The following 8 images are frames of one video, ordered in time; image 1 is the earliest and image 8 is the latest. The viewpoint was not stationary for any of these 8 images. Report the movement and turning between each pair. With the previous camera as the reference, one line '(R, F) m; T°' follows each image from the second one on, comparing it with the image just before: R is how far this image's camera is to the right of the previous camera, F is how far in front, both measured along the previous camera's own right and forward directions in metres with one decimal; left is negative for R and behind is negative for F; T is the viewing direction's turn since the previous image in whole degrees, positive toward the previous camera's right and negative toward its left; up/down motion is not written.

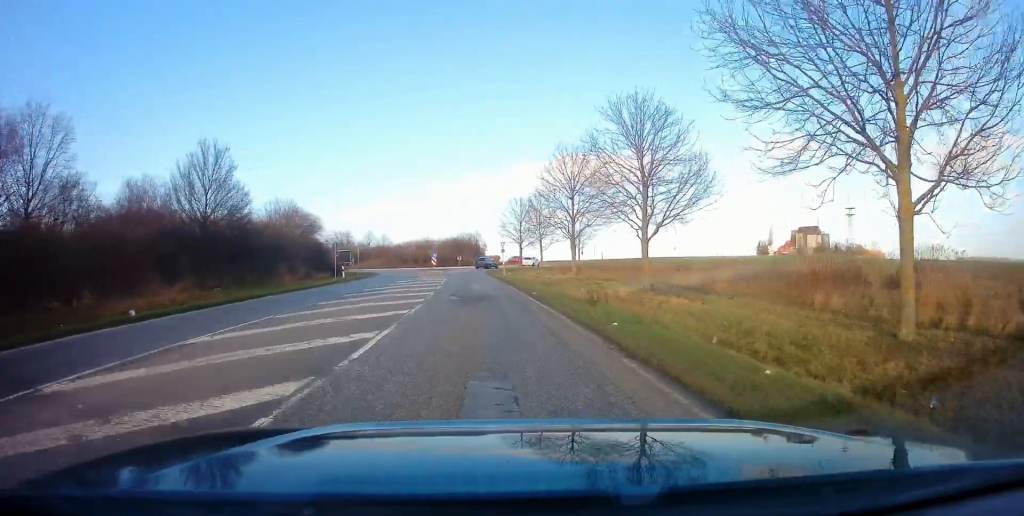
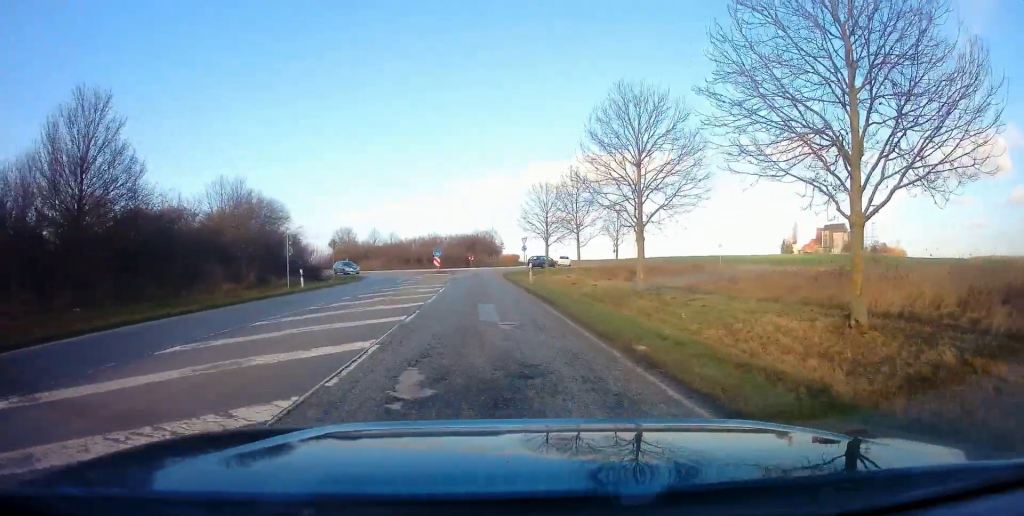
(0.0, +13.3) m; 0°
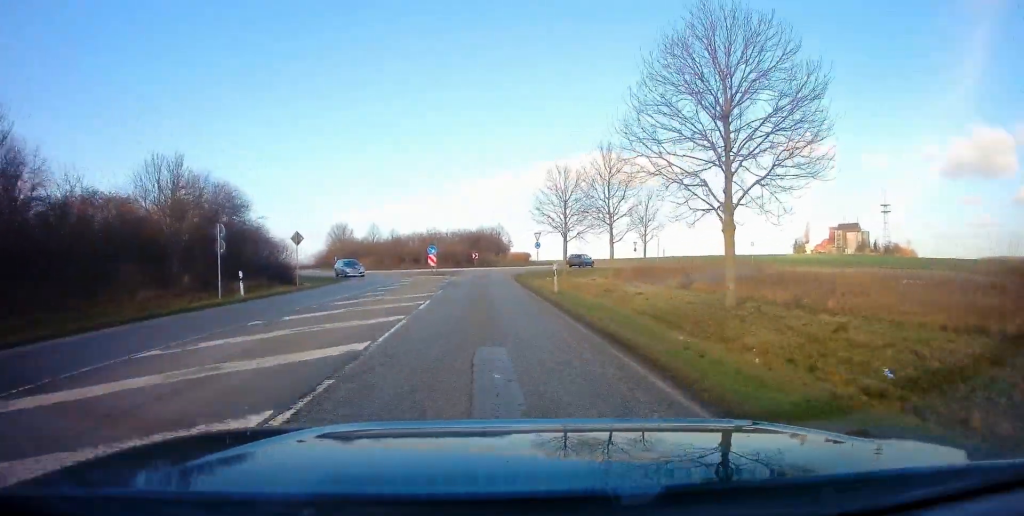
(0.0, +8.8) m; 0°
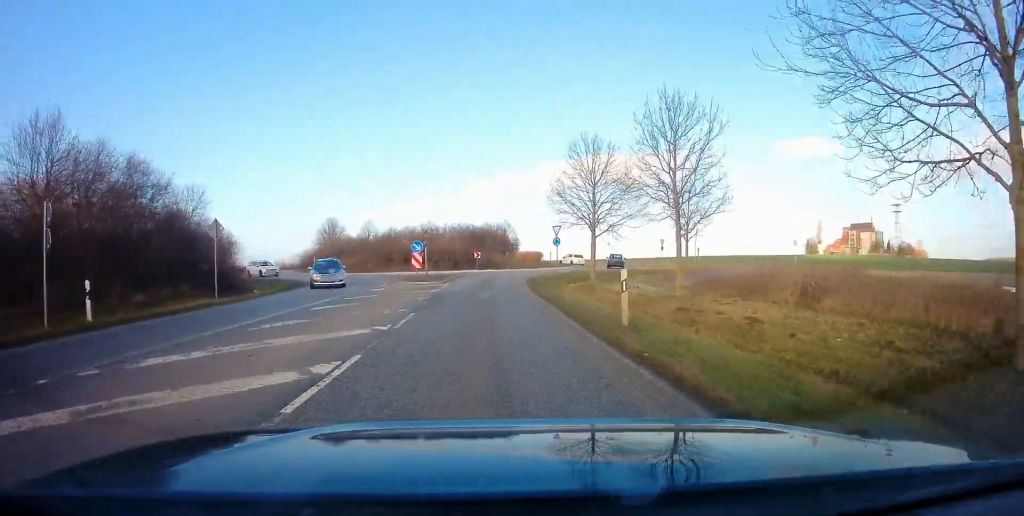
(0.0, +10.3) m; -1°
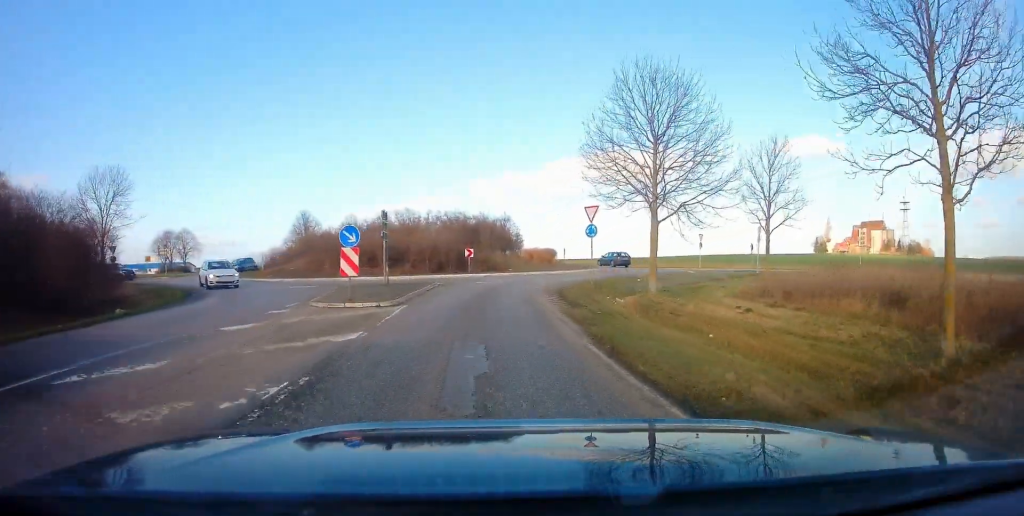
(-0.2, +13.3) m; -2°
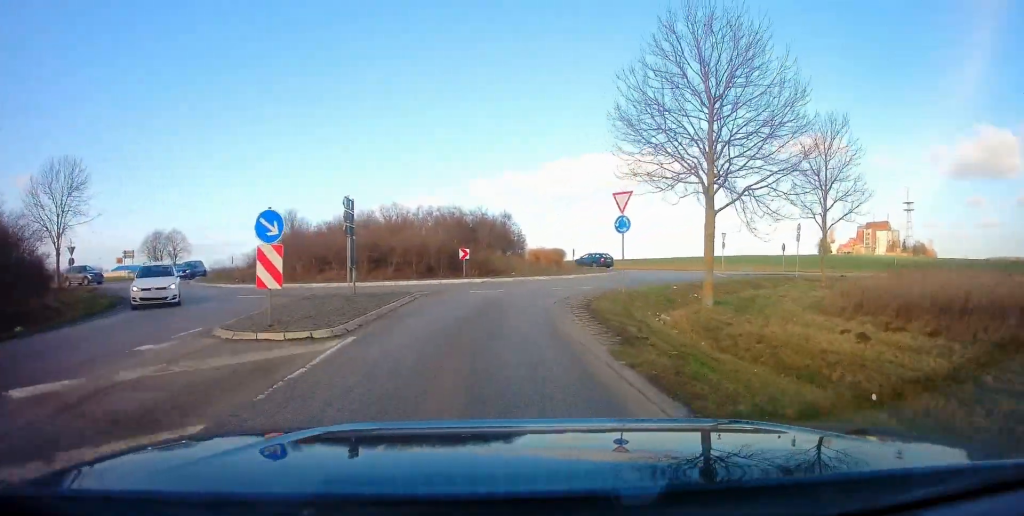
(-0.1, +5.7) m; 0°
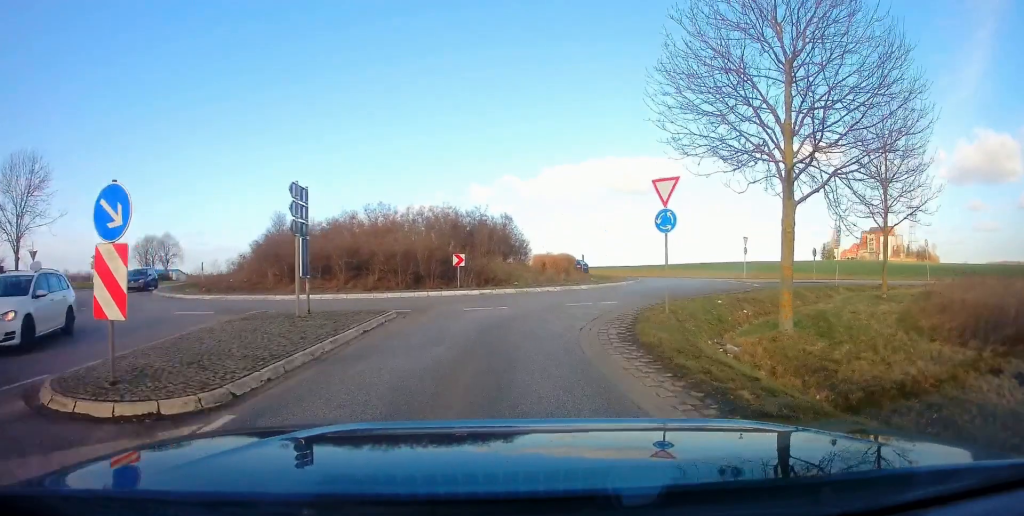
(0.0, +4.6) m; +2°
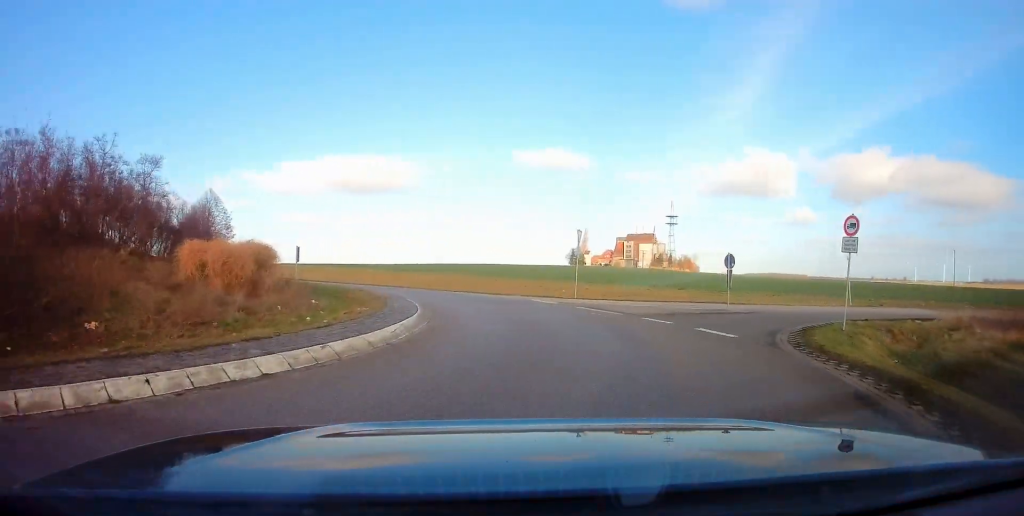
(+3.3, +17.9) m; +23°
